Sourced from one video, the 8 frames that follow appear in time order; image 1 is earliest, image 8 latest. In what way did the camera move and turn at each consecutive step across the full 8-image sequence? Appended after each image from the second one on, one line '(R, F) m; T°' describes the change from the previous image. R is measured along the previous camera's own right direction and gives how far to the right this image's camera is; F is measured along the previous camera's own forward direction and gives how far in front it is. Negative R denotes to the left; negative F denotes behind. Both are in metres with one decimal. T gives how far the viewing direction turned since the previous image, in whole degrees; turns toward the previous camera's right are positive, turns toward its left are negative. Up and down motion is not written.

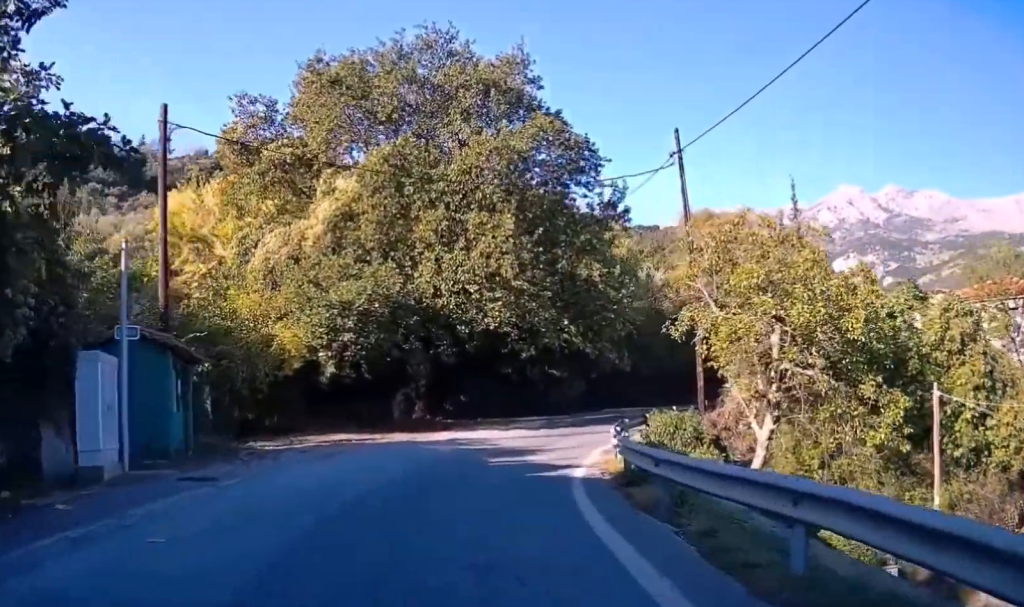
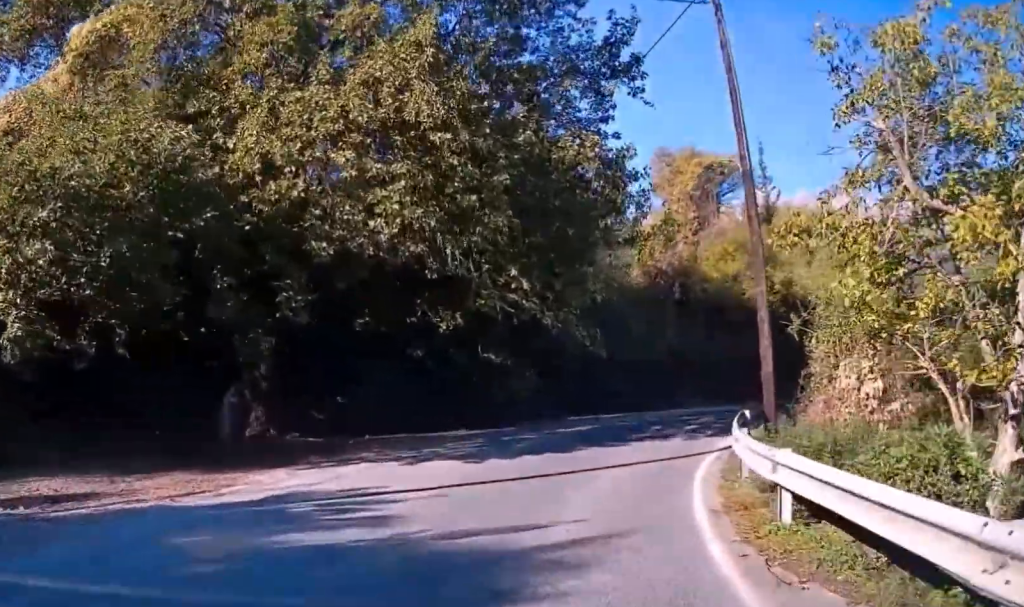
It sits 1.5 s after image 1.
(+0.5, +14.4) m; +10°
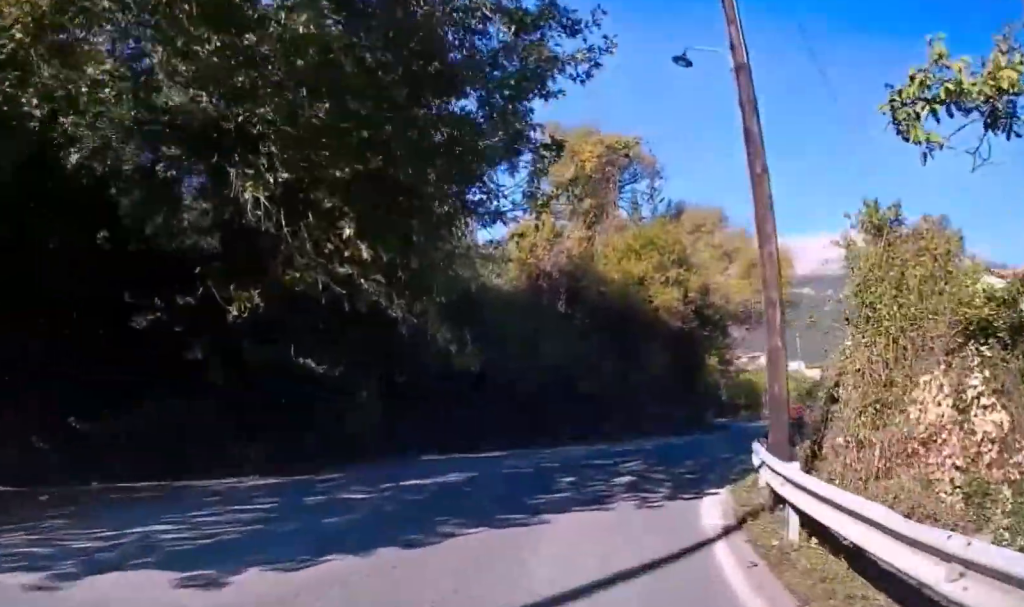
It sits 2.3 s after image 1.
(+0.8, +8.0) m; +12°
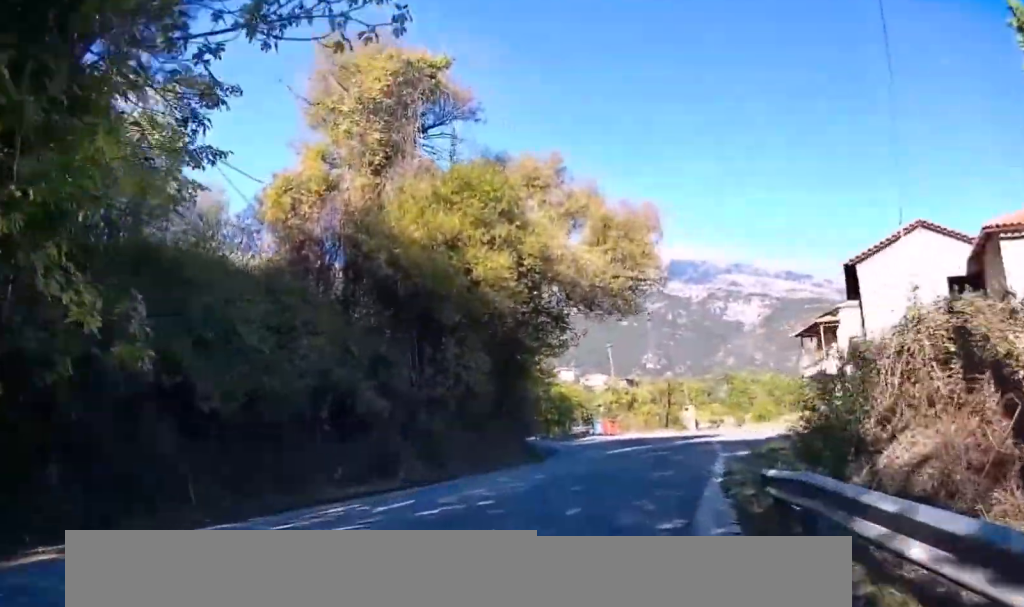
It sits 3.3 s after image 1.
(+1.3, +9.2) m; +13°
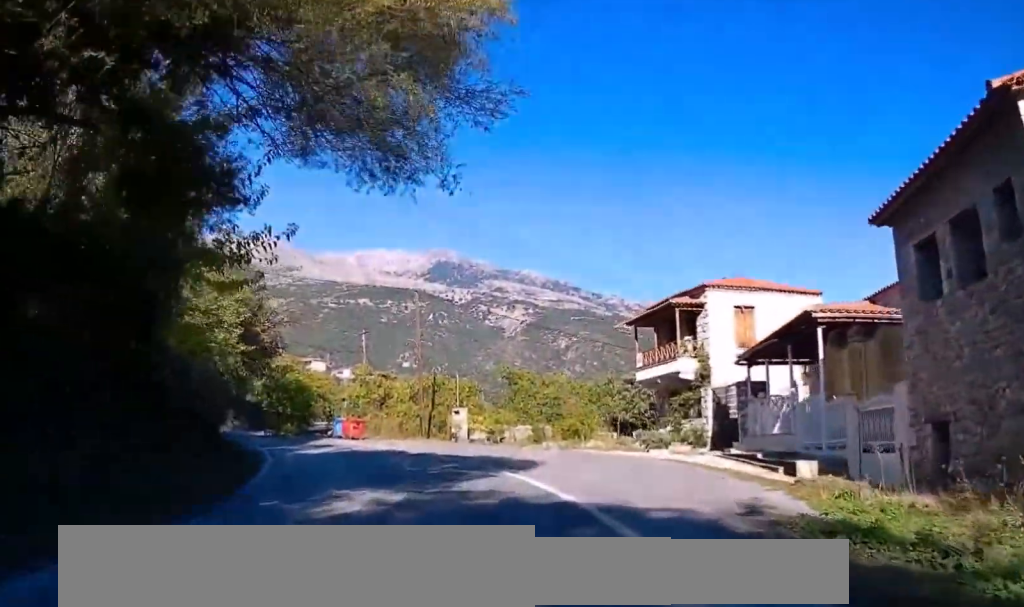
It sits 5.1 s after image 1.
(+2.4, +16.3) m; +13°
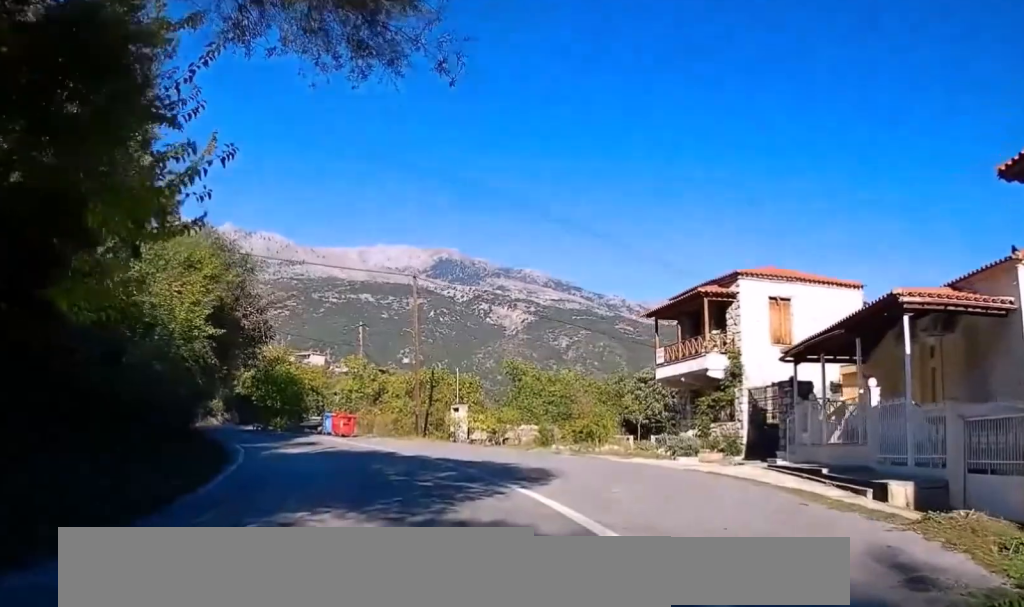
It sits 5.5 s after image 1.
(+0.2, +3.9) m; +1°
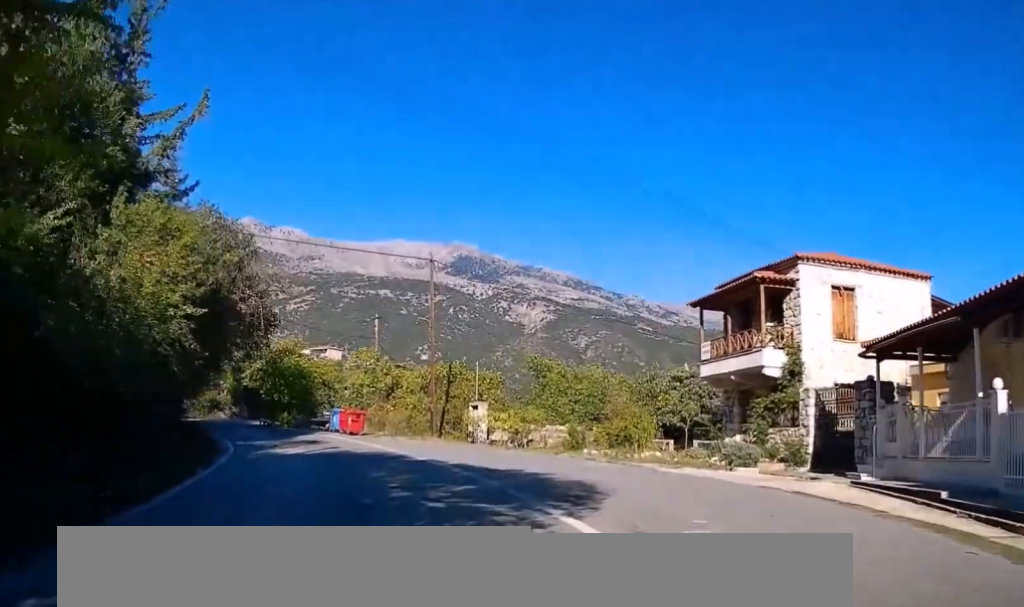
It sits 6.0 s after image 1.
(-0.1, +3.8) m; -2°
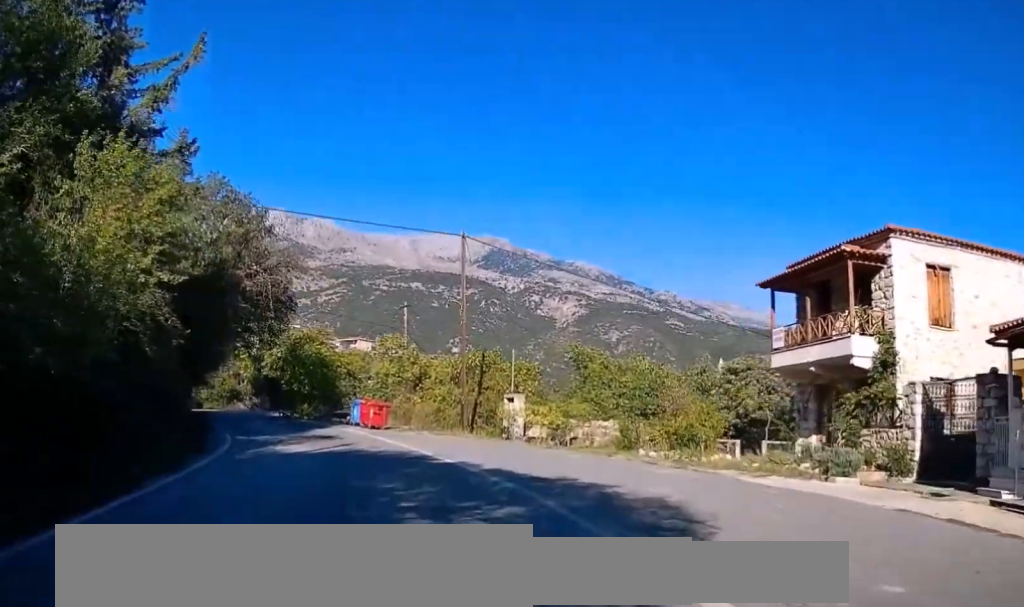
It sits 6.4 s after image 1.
(0.0, +4.1) m; -3°
